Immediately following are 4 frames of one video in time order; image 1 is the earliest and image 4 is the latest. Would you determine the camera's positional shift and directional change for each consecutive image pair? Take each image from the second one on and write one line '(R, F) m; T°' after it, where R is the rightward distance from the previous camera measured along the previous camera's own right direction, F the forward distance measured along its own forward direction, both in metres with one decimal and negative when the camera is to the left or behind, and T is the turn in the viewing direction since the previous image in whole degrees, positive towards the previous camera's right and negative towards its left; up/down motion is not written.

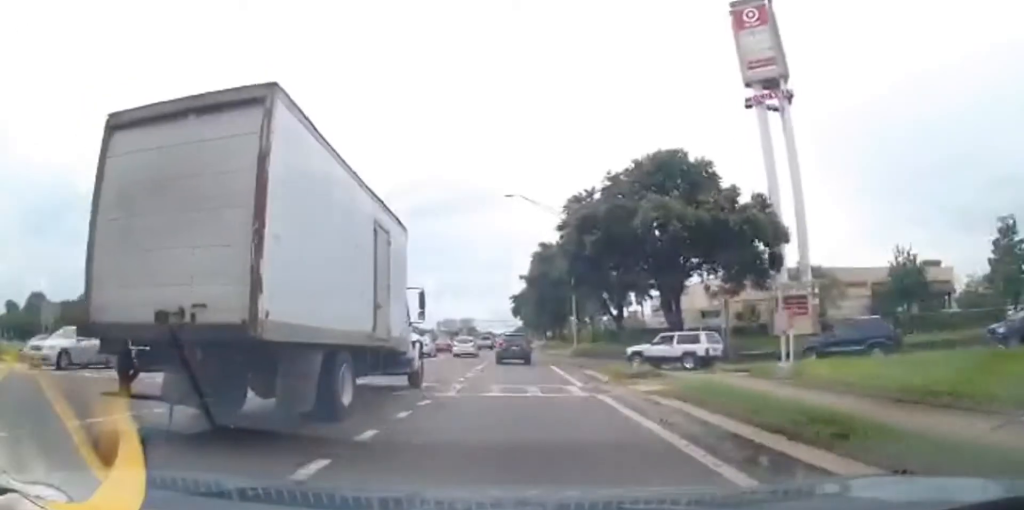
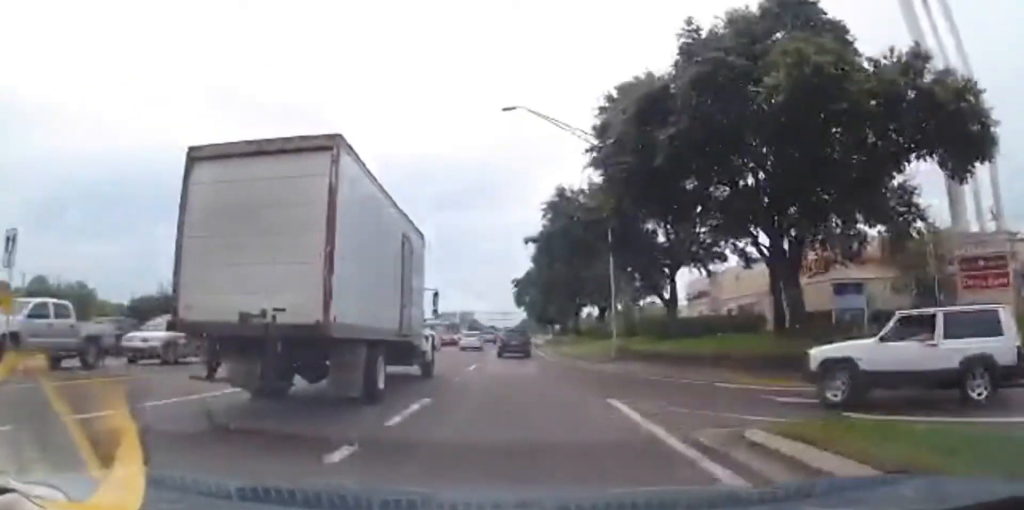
(-0.2, +16.7) m; +1°
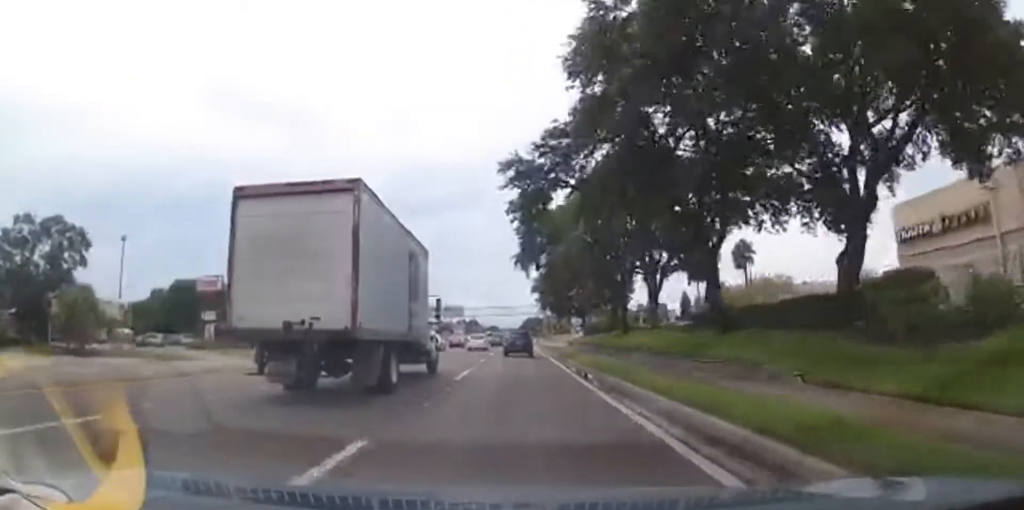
(+0.1, +42.9) m; +1°
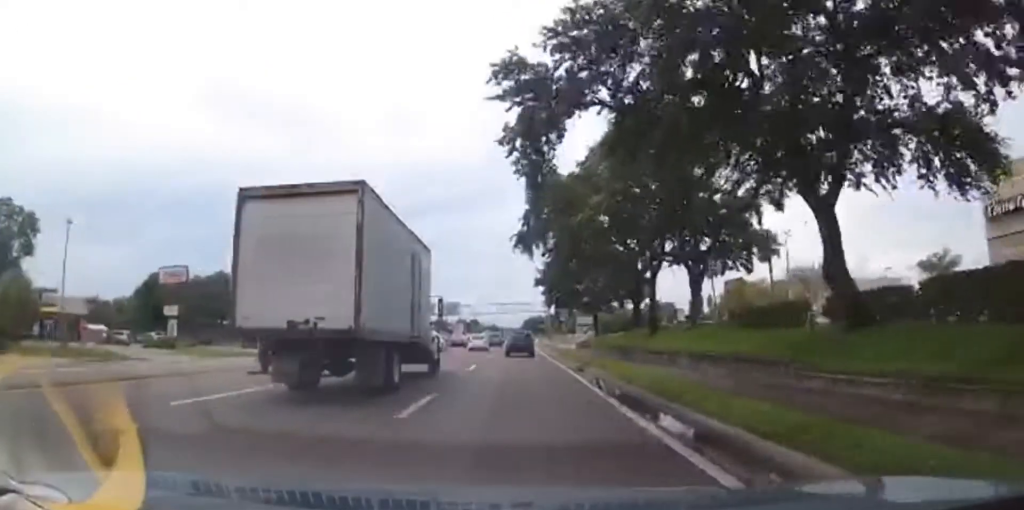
(0.0, +7.7) m; 0°
